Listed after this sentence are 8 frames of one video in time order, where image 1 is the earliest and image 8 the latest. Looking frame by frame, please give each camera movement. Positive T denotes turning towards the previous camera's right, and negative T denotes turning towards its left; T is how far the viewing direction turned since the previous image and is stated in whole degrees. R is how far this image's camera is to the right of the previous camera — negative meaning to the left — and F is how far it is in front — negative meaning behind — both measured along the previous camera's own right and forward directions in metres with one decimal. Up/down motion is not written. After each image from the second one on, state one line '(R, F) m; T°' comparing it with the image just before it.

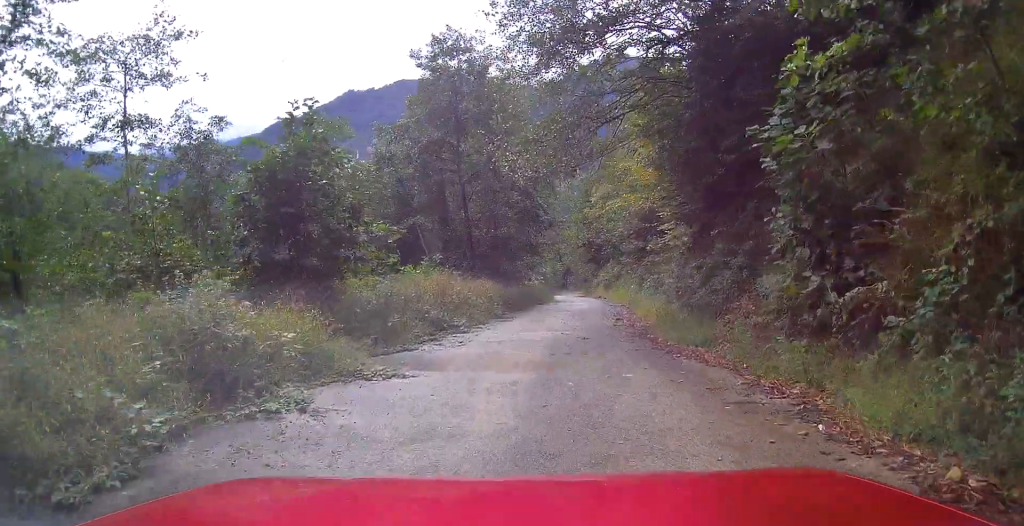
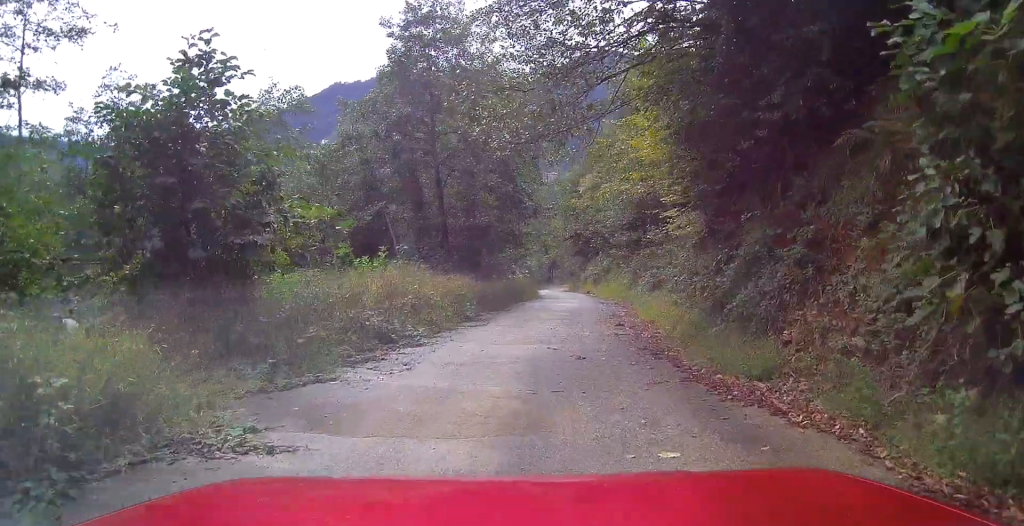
(-0.2, +3.2) m; -6°
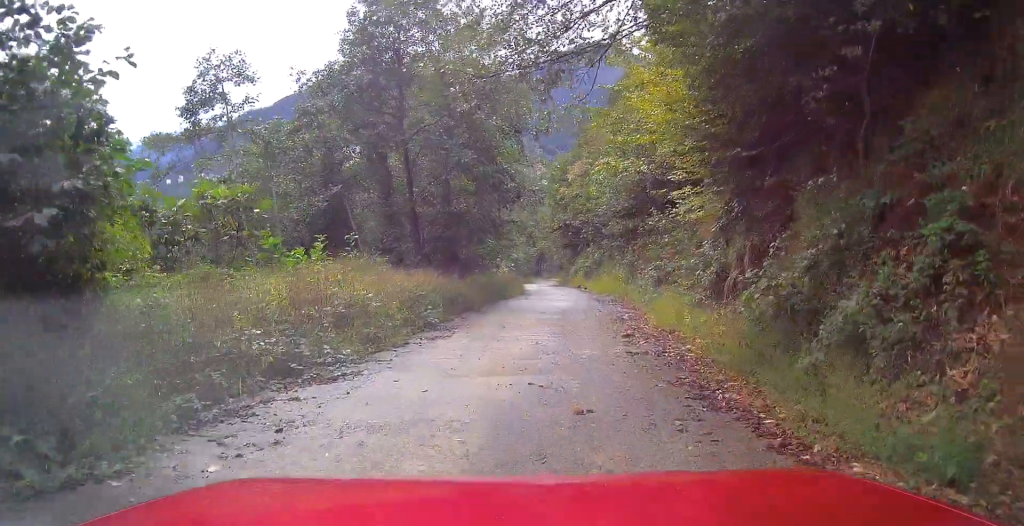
(-0.2, +3.4) m; -2°
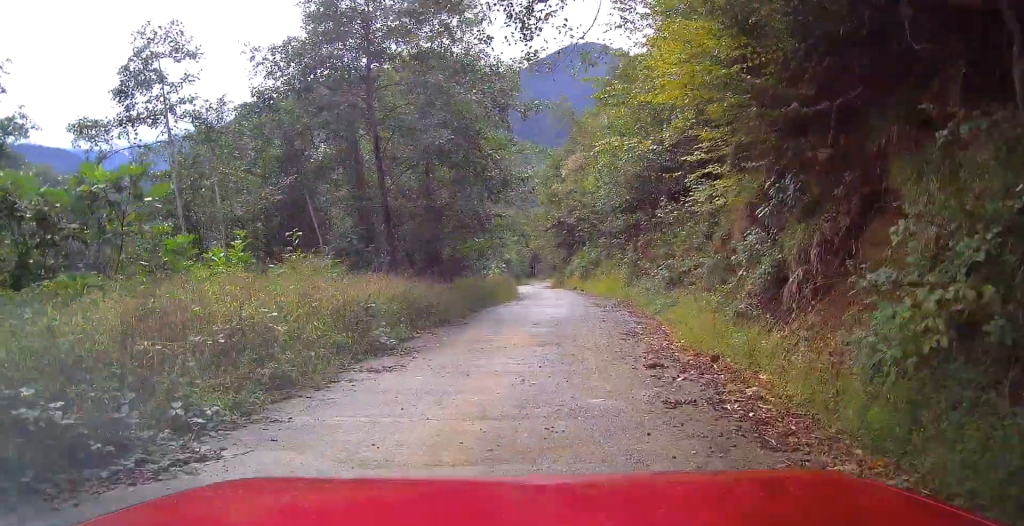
(0.0, +2.9) m; -1°
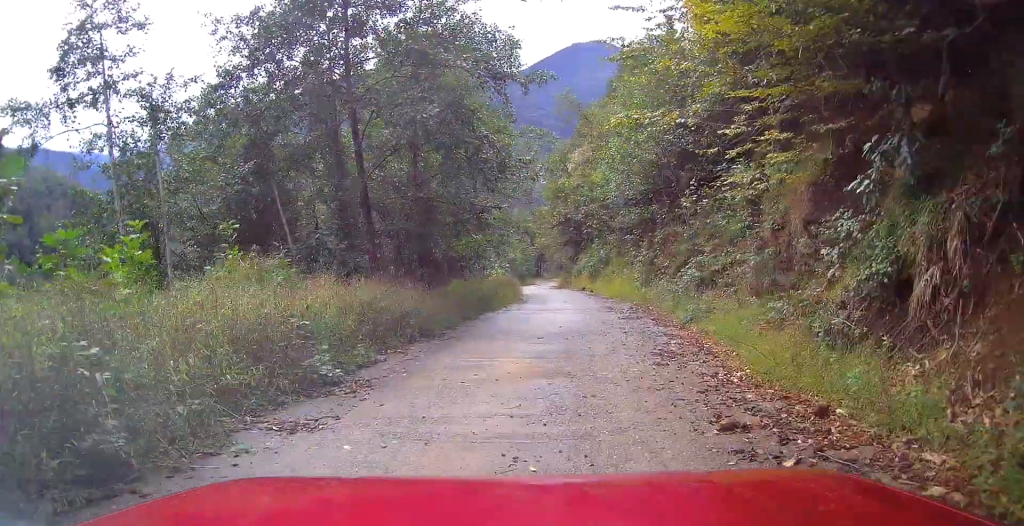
(+0.1, +2.6) m; 0°
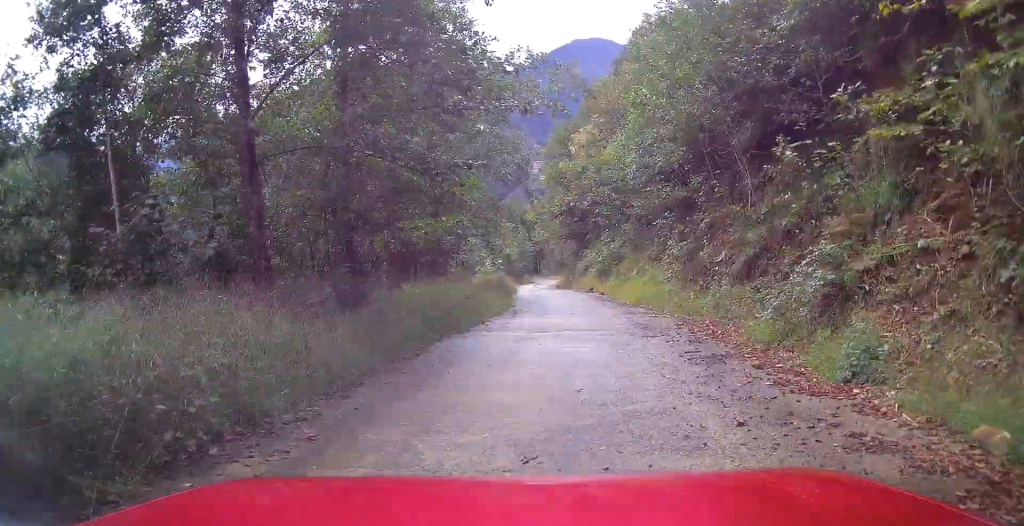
(-0.1, +6.6) m; -6°
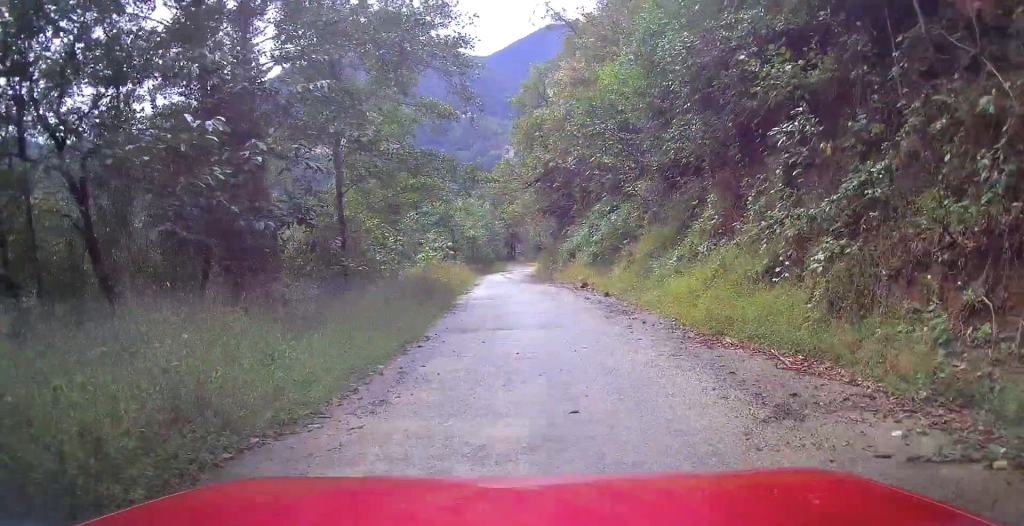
(-0.8, +11.7) m; -4°
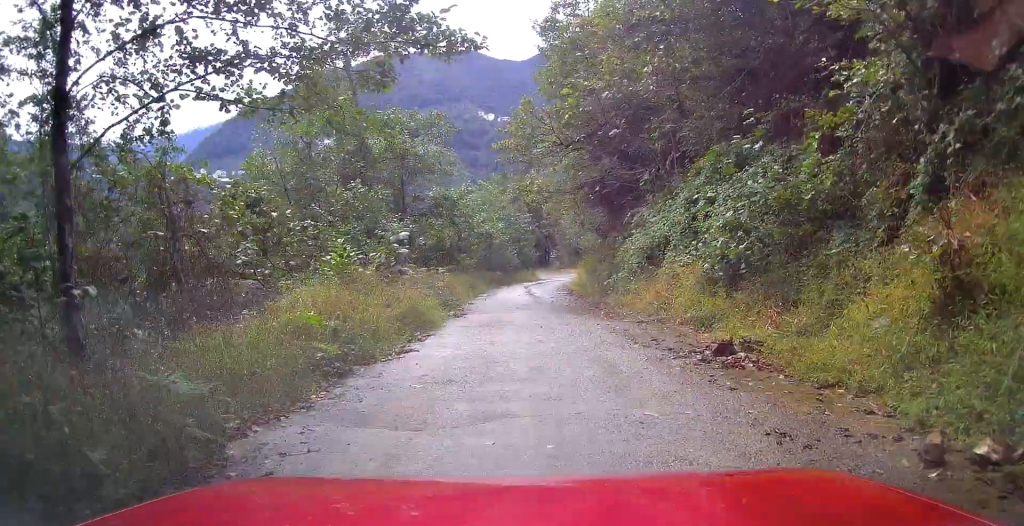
(+0.8, +13.9) m; +7°
